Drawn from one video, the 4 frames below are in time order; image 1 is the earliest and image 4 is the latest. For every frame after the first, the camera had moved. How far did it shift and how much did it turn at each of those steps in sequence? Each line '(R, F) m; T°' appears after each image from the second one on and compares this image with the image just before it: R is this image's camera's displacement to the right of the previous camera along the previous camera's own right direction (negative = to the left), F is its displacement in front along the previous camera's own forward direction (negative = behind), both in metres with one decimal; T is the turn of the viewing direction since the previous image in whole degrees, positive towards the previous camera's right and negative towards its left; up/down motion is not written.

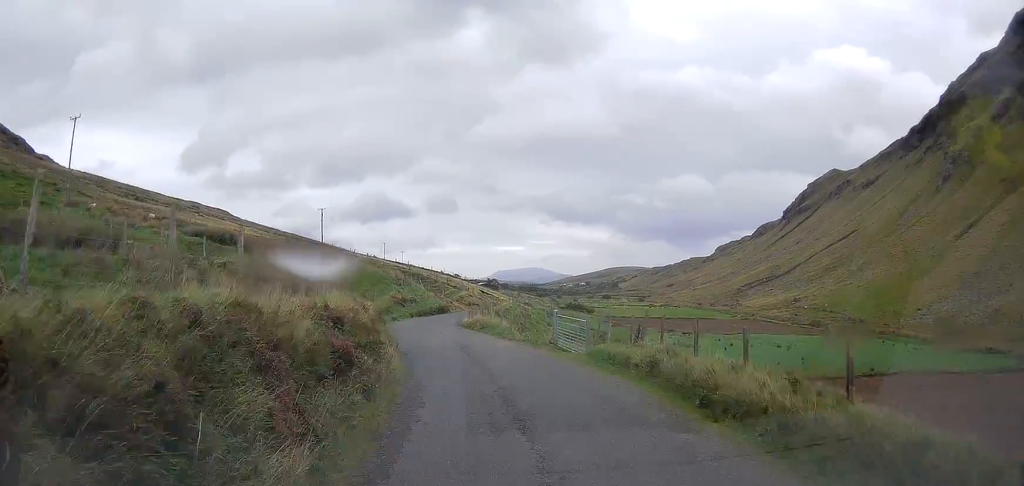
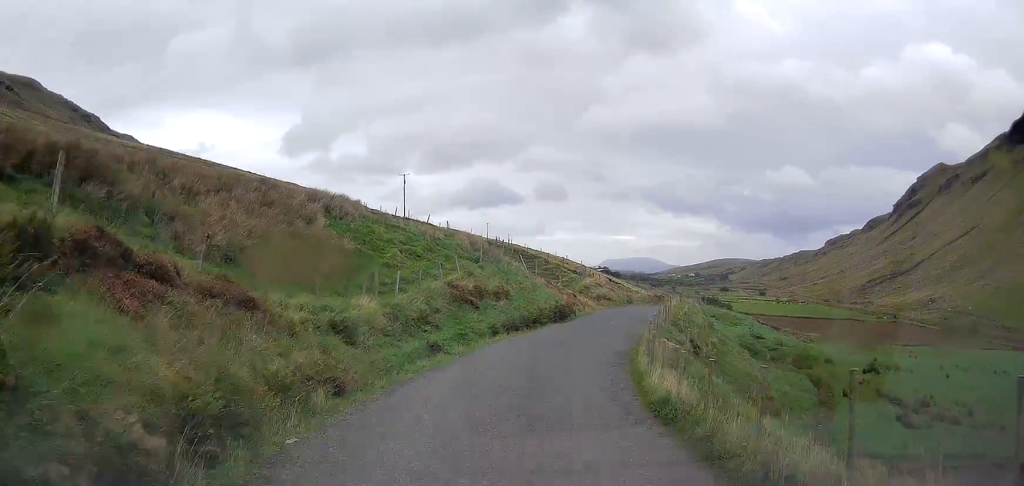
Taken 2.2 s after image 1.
(-2.4, +31.8) m; -7°
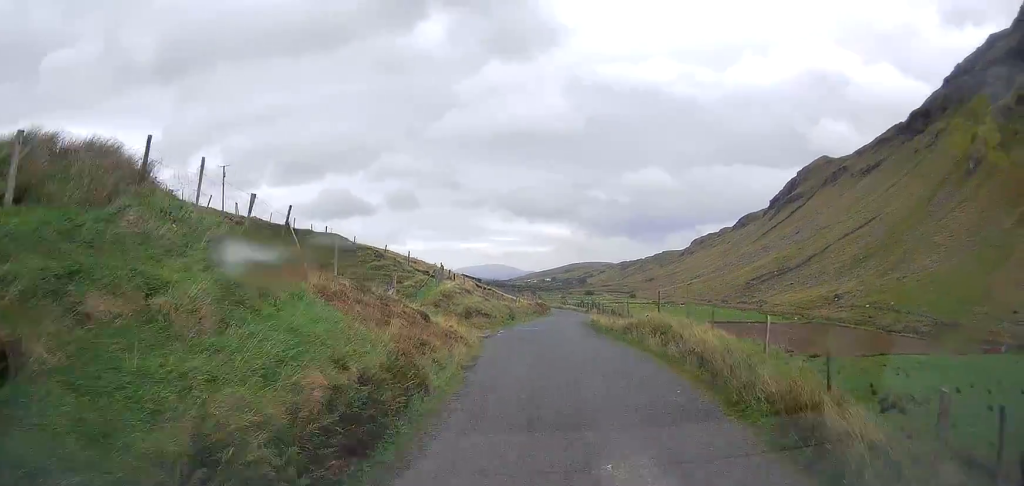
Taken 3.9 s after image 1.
(+1.1, +24.6) m; +8°
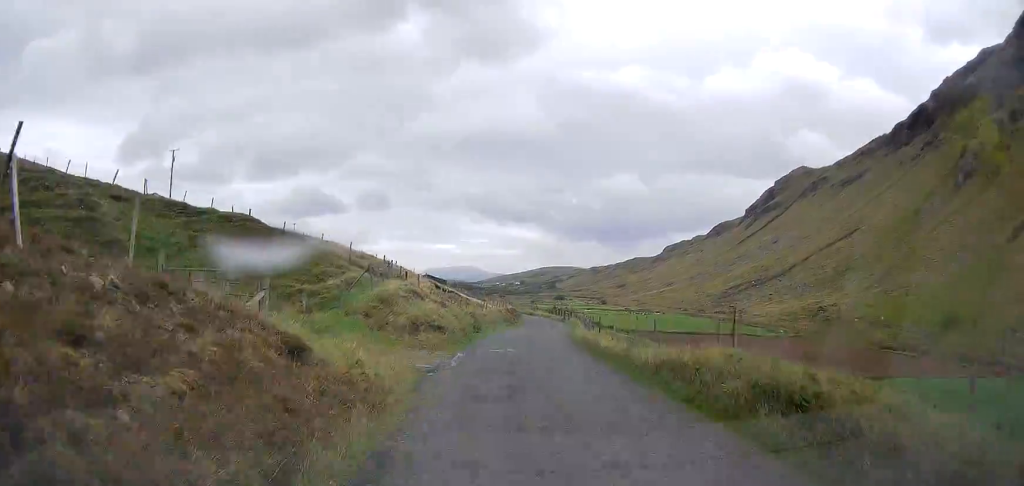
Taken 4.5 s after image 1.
(+0.4, +9.7) m; +4°
